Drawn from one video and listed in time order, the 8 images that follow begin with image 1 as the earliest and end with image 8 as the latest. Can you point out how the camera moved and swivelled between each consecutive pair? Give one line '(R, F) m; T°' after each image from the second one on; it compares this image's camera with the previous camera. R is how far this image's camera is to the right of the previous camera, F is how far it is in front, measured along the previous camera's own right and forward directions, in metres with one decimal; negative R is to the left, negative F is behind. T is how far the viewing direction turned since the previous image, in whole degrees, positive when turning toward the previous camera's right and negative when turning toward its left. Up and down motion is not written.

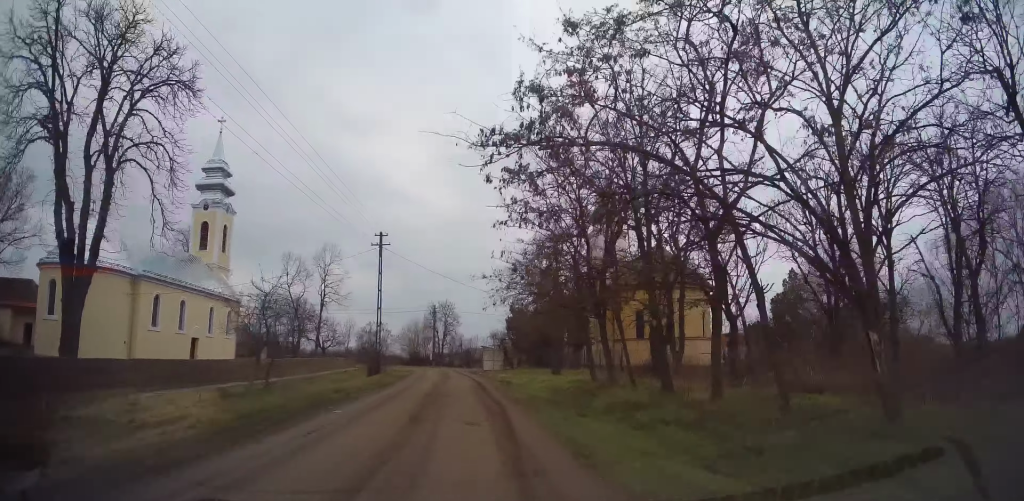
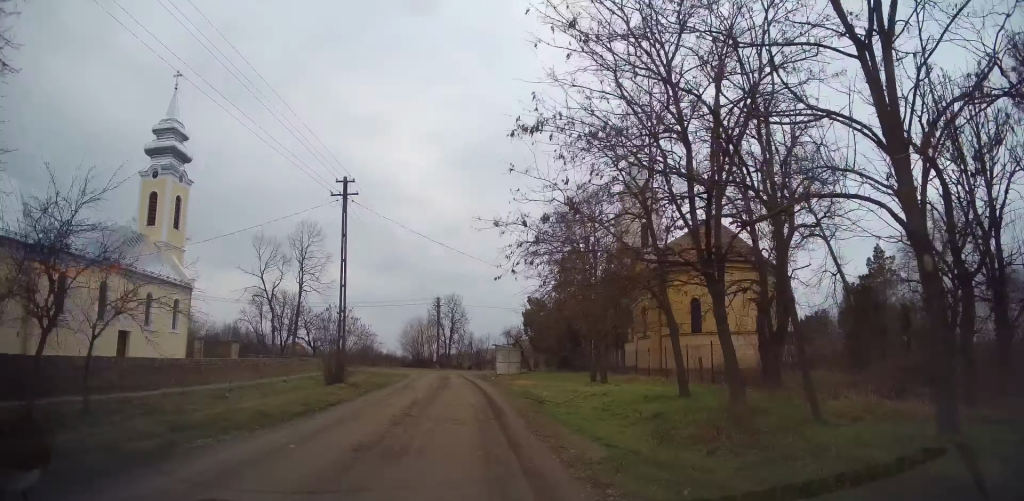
(0.0, +10.1) m; -3°
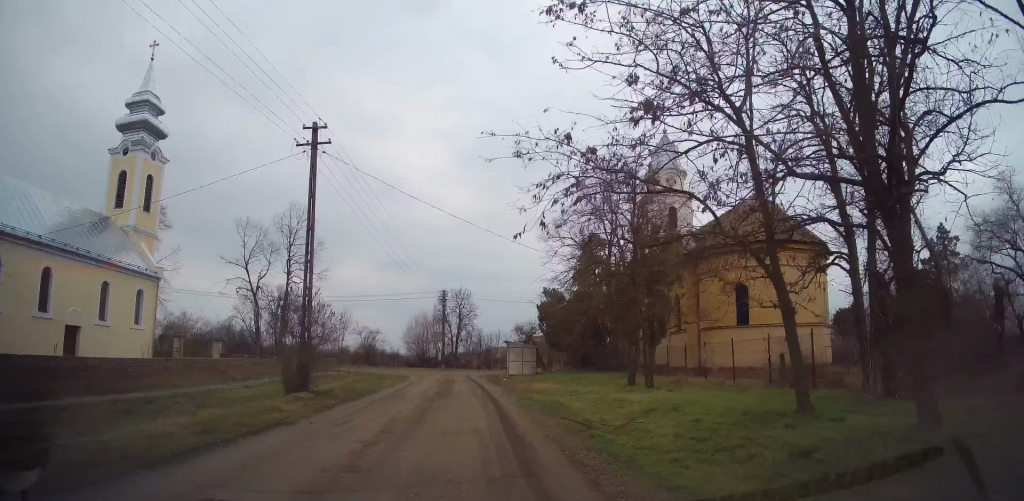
(-0.3, +5.3) m; -5°
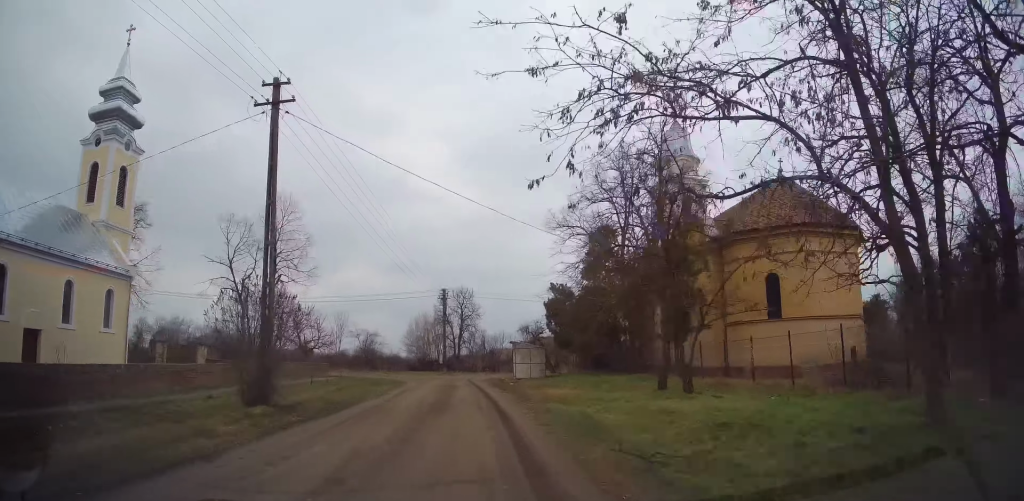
(-0.1, +3.2) m; -2°
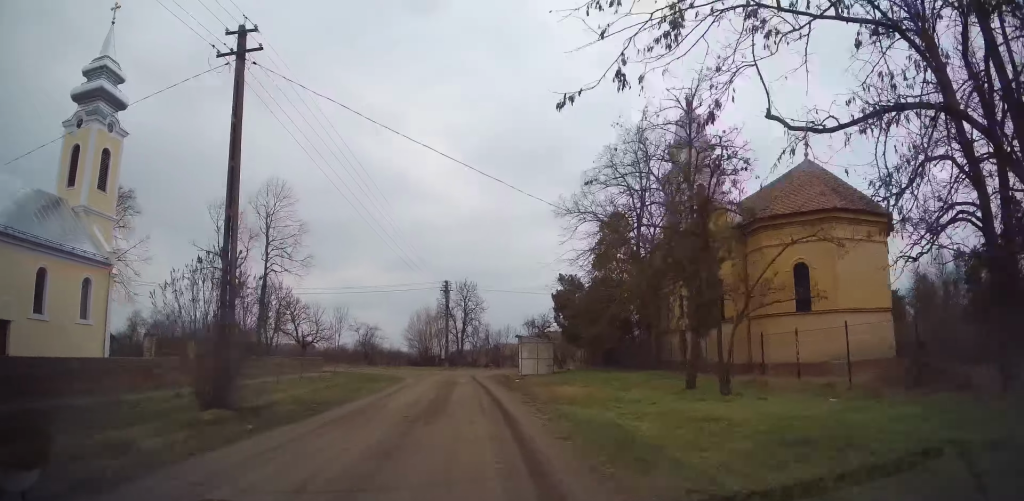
(0.0, +2.3) m; +2°
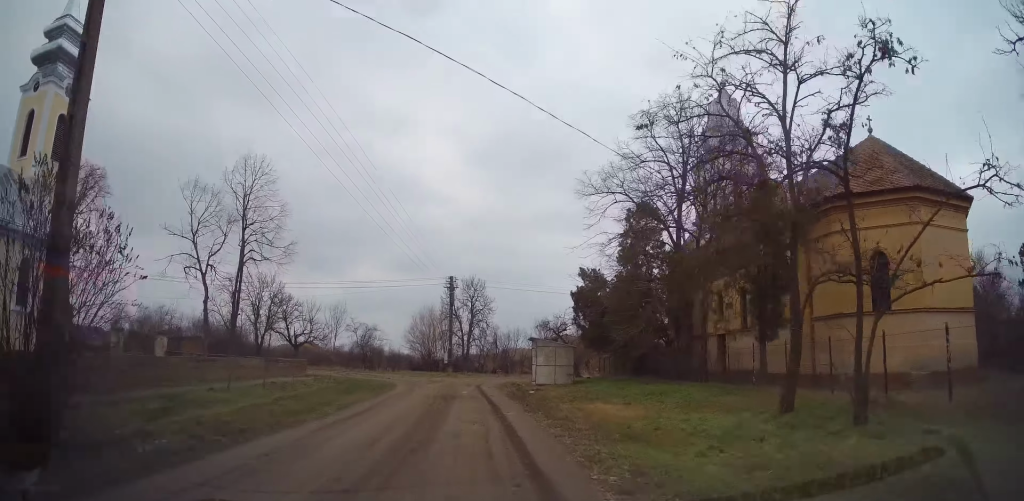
(+0.2, +5.3) m; +5°
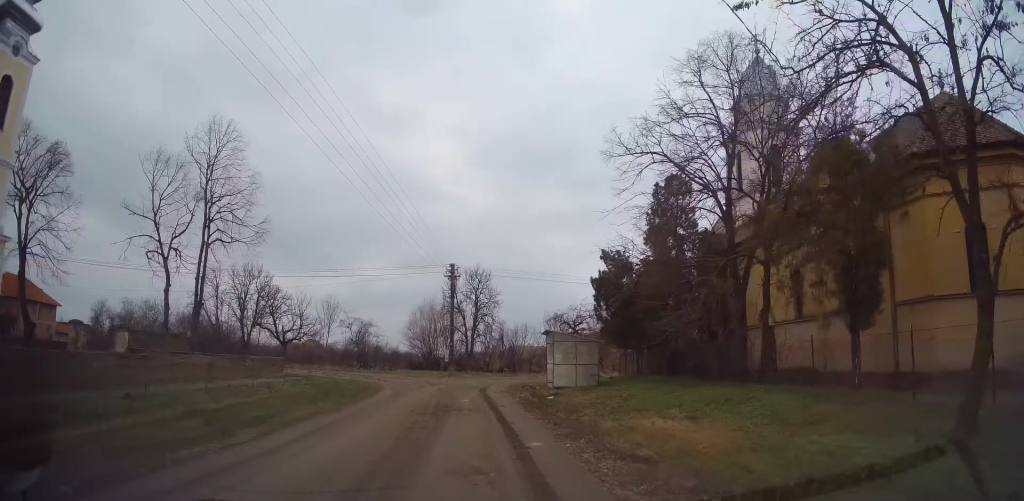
(+0.2, +5.1) m; +1°
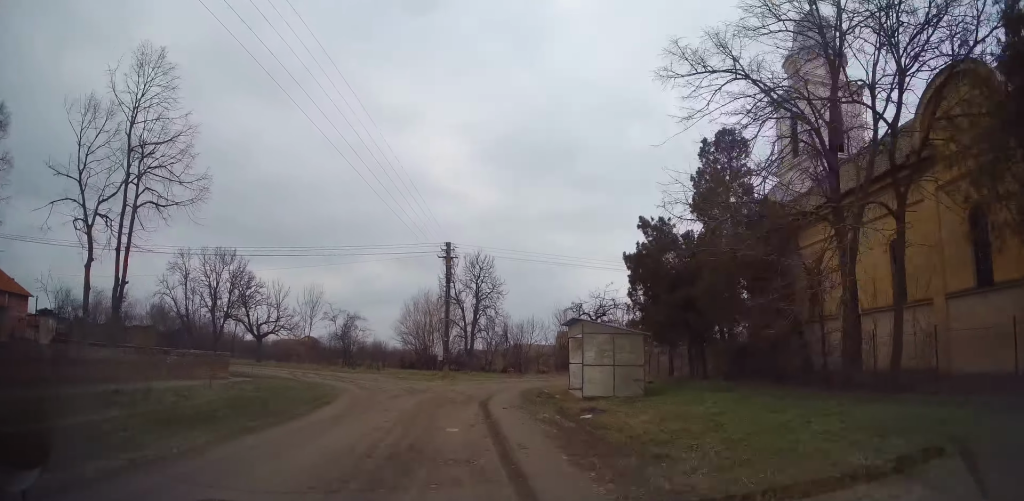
(-0.4, +6.6) m; -3°
